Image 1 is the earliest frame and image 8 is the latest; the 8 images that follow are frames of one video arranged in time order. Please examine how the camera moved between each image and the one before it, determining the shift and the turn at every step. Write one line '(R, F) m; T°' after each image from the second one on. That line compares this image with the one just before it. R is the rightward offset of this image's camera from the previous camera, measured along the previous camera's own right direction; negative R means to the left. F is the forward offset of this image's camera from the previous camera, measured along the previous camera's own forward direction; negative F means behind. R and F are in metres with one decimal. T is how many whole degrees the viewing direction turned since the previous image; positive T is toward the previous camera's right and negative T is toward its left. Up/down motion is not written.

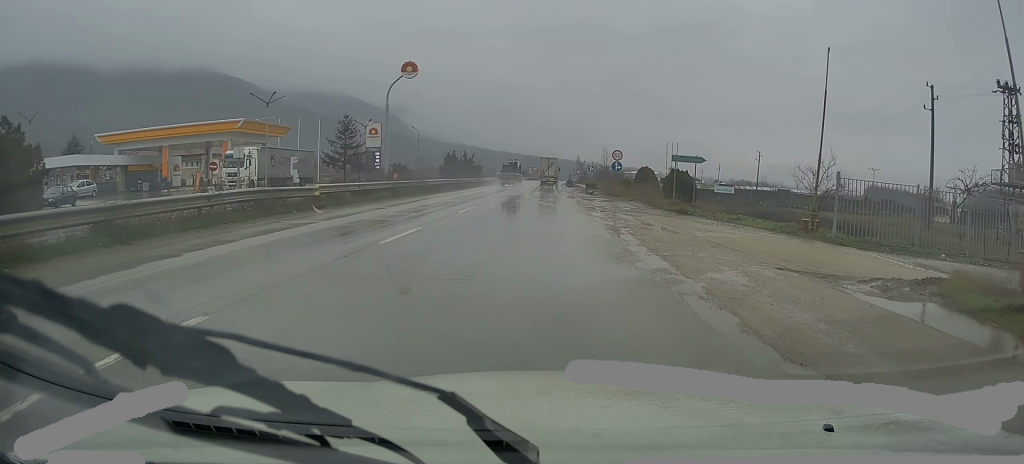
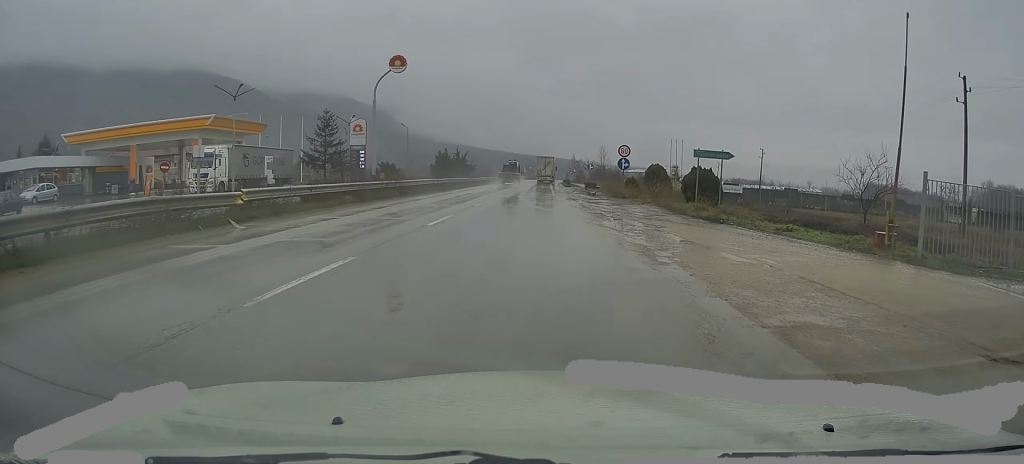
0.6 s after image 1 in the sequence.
(+0.1, +4.8) m; 0°
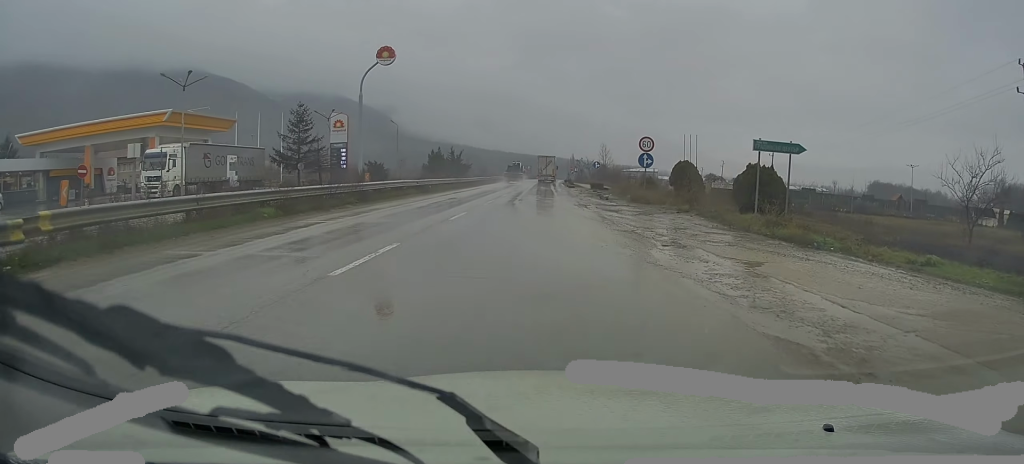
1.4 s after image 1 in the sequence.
(-0.2, +7.1) m; 0°
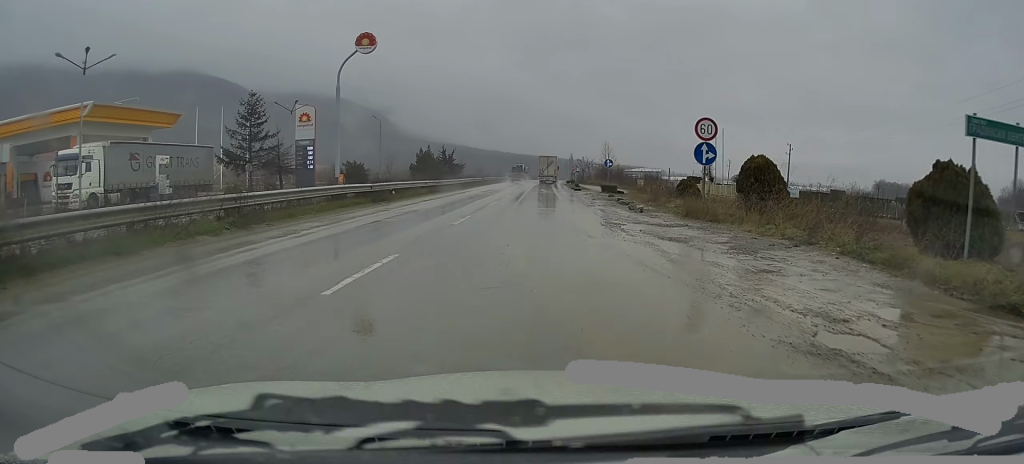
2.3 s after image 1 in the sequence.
(+0.1, +10.0) m; +1°
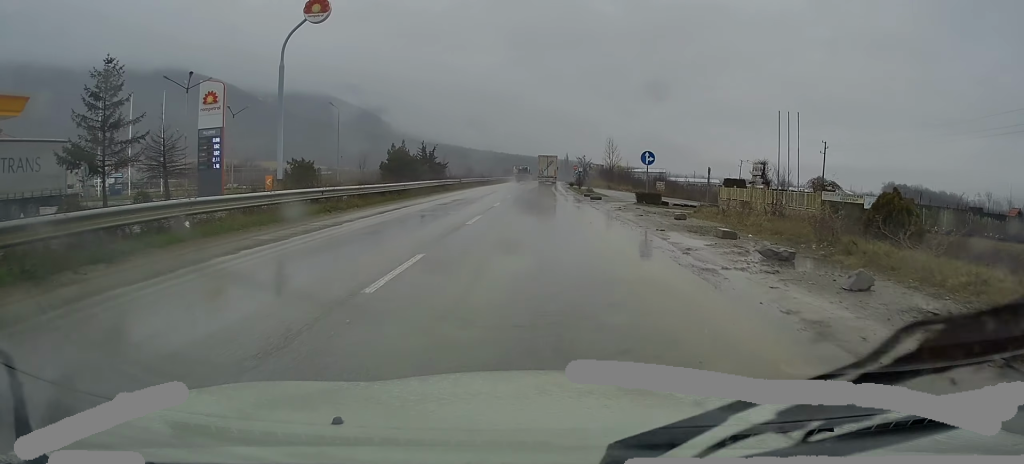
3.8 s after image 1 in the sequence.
(+0.1, +17.7) m; -1°
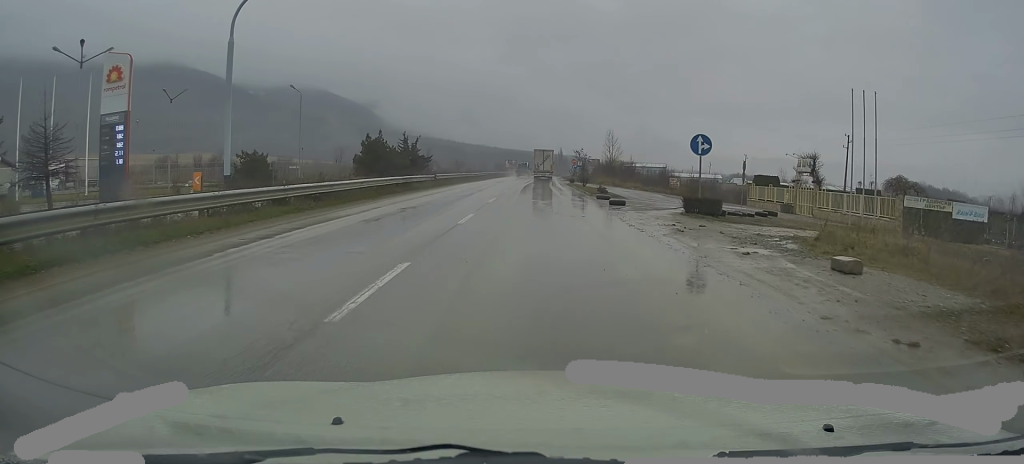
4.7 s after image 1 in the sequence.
(-0.4, +10.5) m; 0°
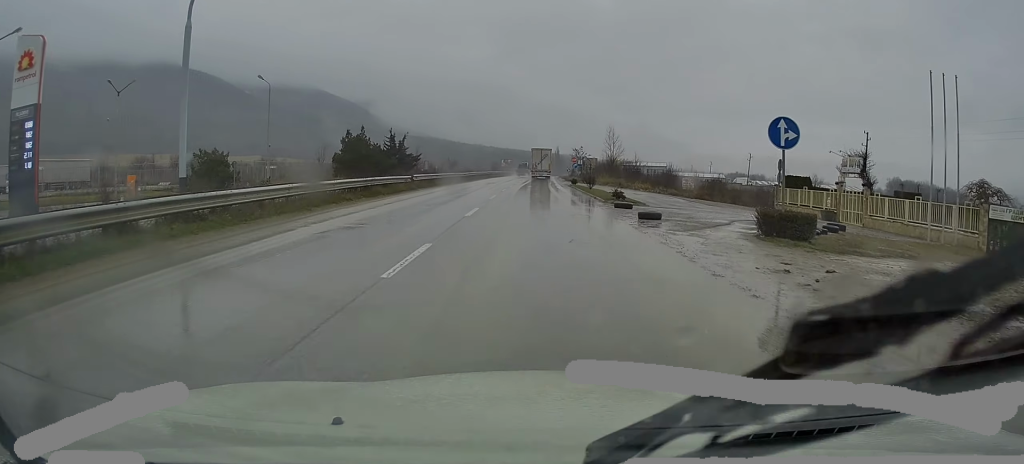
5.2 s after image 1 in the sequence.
(+0.2, +7.2) m; +1°
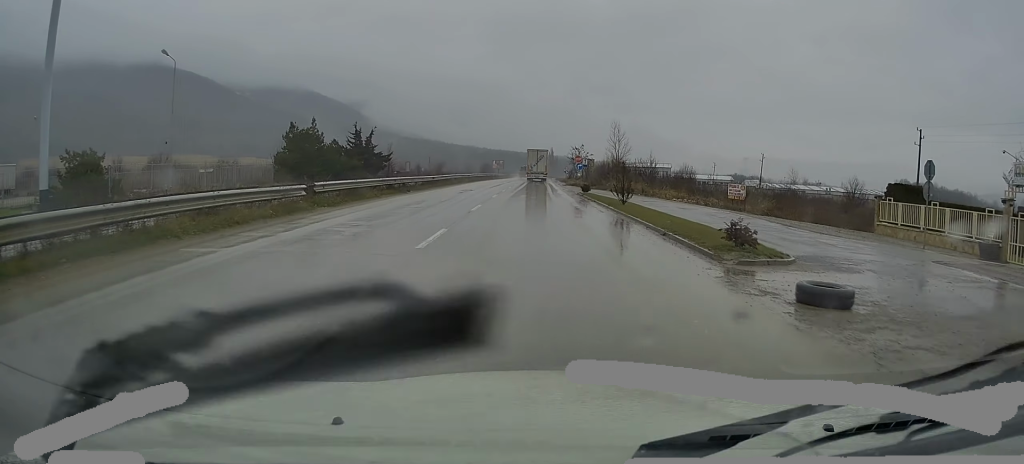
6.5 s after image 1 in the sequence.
(+0.2, +15.8) m; +2°
